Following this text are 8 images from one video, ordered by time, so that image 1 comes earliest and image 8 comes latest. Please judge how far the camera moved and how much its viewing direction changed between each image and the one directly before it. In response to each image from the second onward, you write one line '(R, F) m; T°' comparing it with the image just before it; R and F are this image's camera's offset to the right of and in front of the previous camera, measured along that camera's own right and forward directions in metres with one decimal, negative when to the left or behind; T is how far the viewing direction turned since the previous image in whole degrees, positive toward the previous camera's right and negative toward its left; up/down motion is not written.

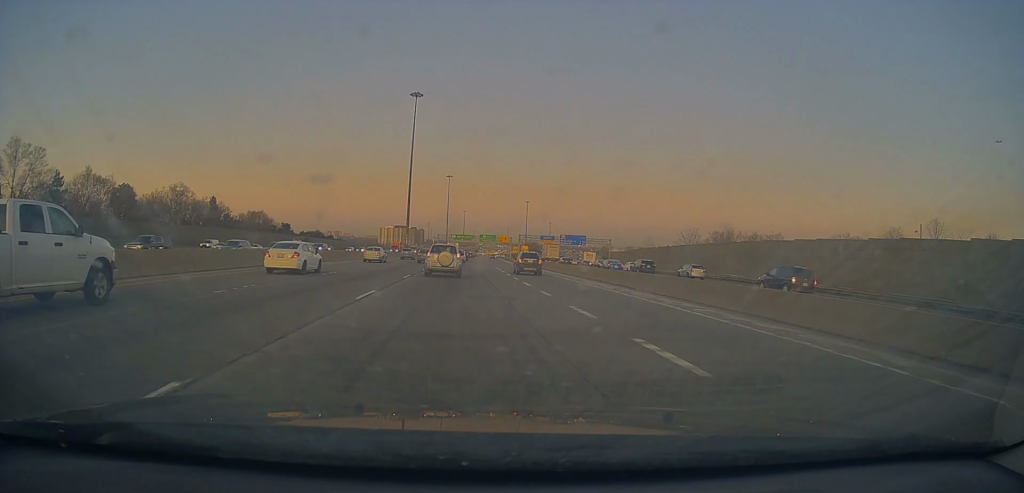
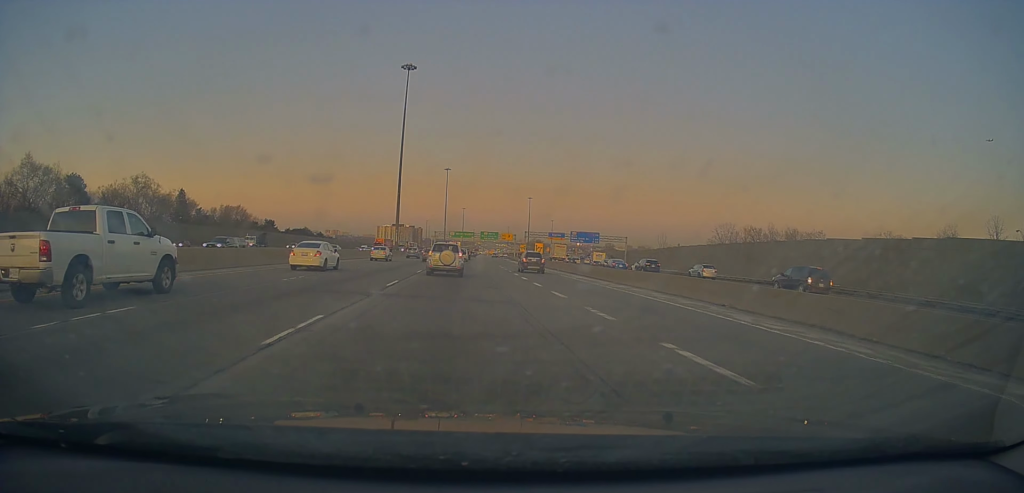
(+0.6, +19.1) m; 0°
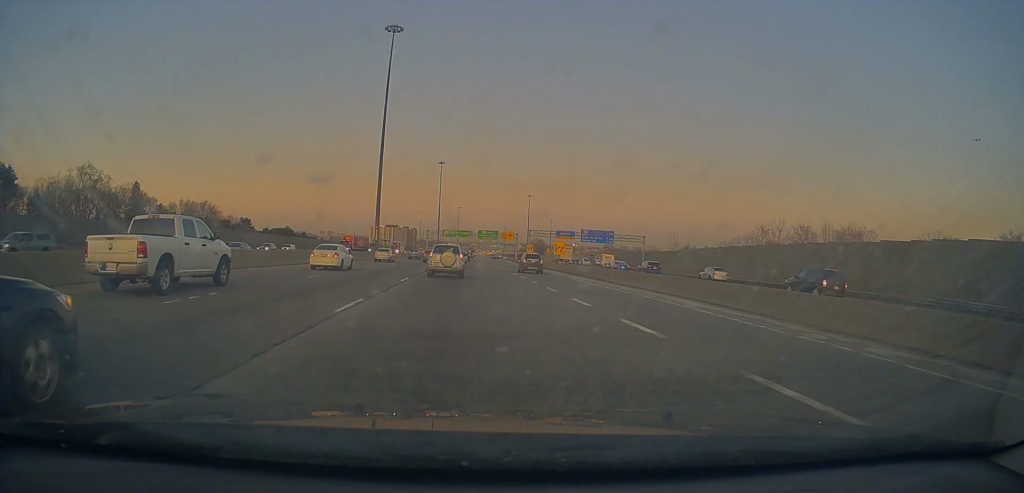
(-0.2, +20.6) m; 0°
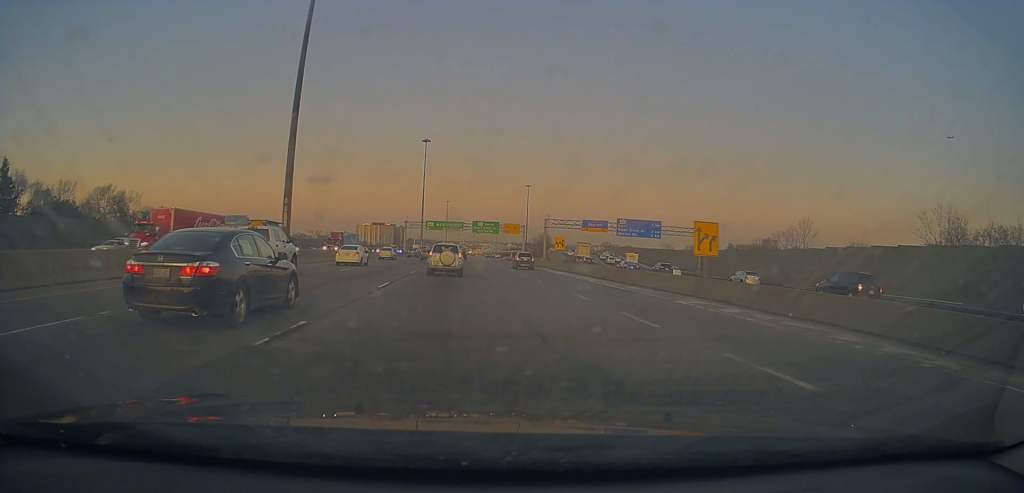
(+0.6, +40.9) m; +2°
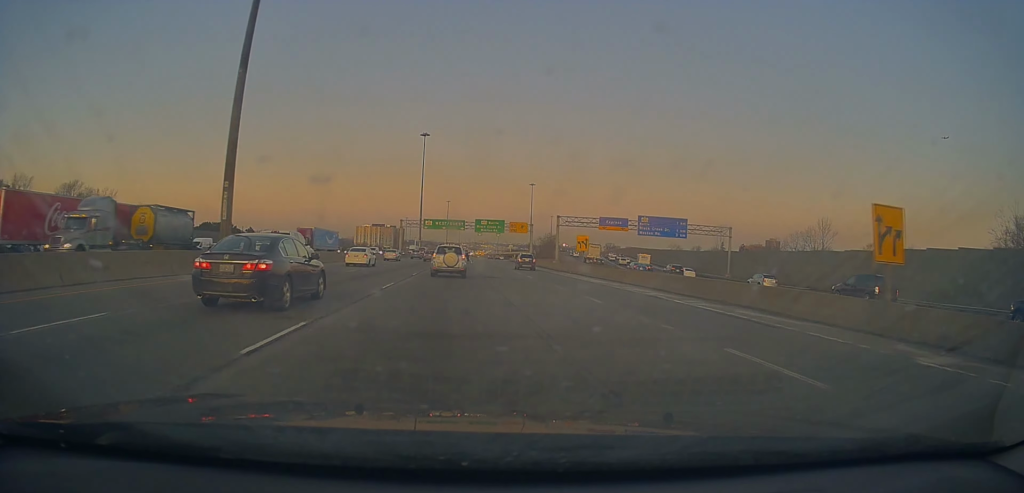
(+0.2, +11.9) m; -1°
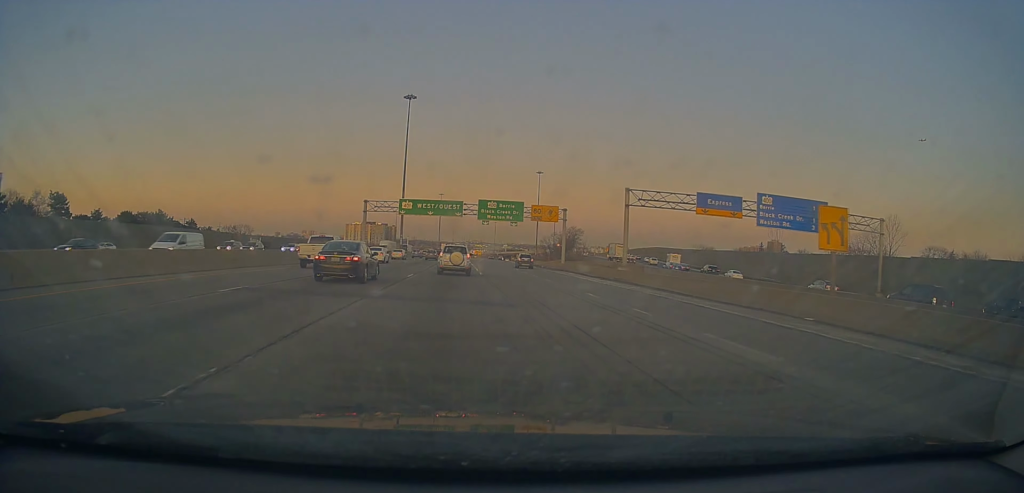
(-0.6, +40.2) m; 0°
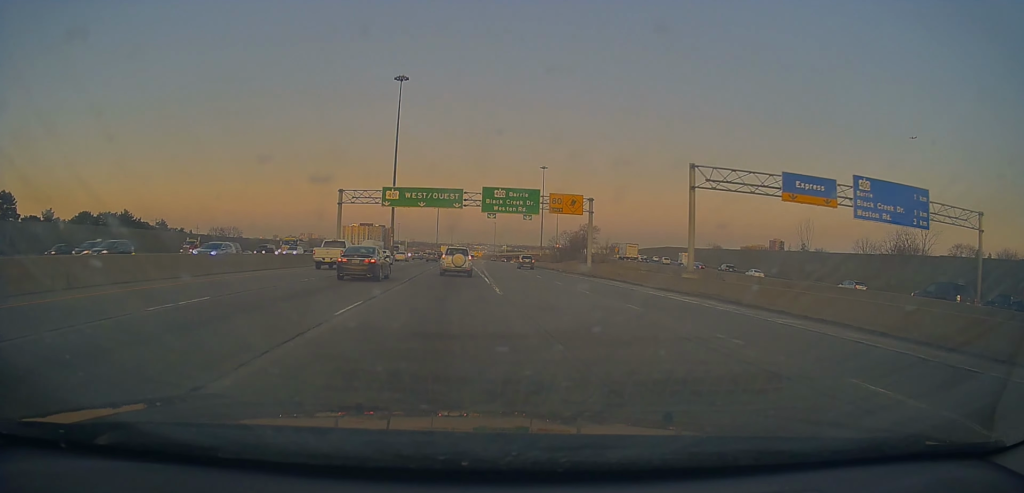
(+0.2, +15.6) m; +1°
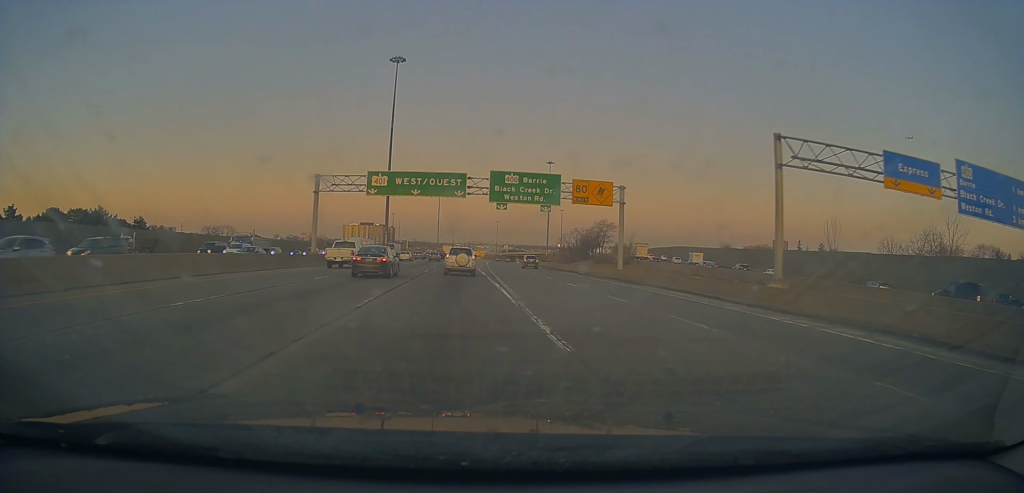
(0.0, +10.9) m; 0°
